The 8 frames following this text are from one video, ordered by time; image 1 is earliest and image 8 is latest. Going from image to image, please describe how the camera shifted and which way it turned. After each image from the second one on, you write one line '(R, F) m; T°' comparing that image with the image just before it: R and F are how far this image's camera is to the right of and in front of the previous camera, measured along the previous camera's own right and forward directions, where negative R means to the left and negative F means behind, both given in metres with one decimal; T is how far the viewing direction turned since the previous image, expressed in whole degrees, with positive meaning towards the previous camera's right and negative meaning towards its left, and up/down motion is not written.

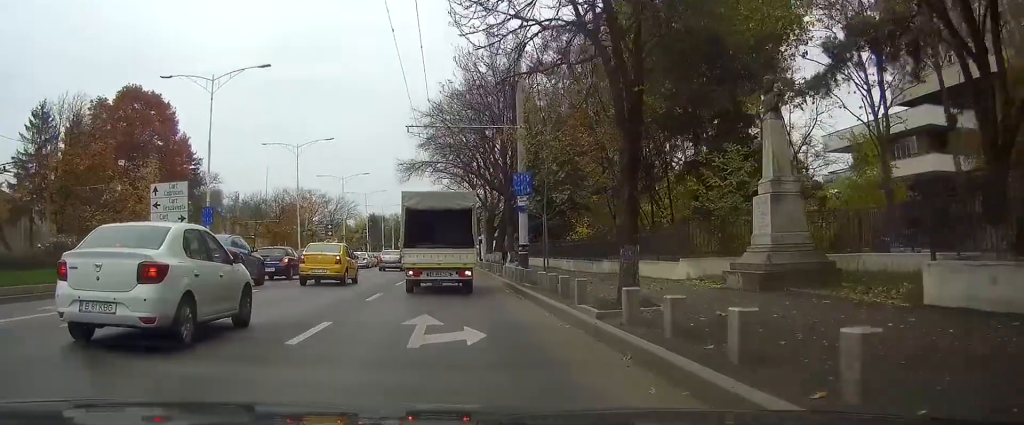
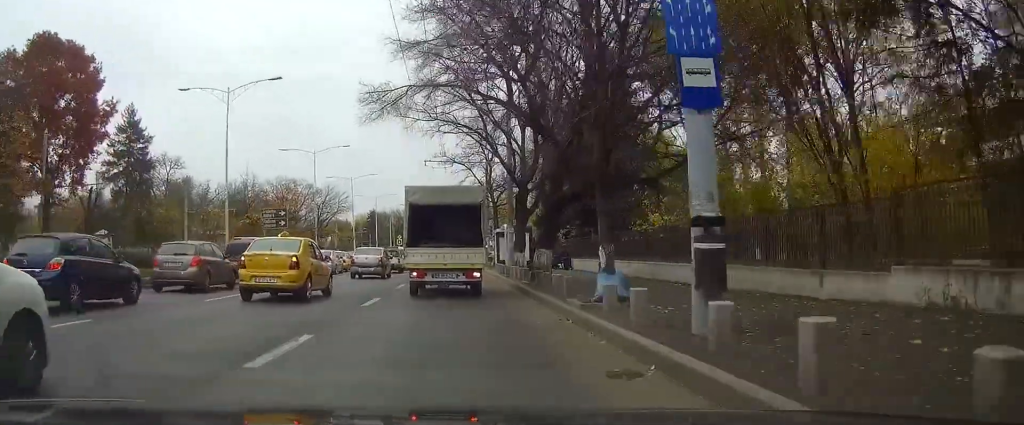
(-0.3, +19.9) m; -2°
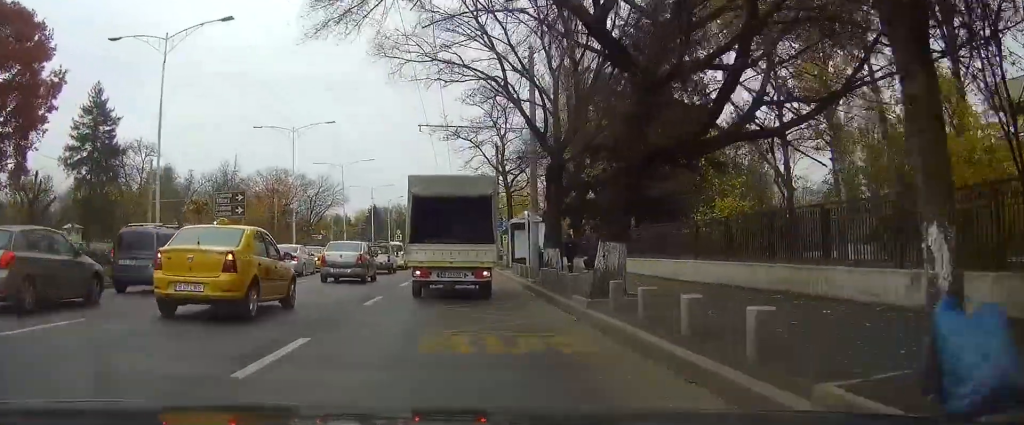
(-0.1, +9.5) m; 0°
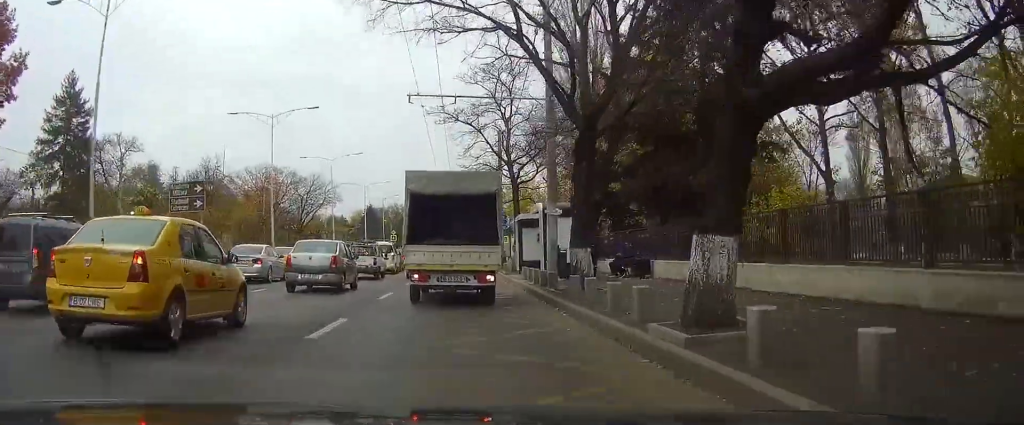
(0.0, +5.5) m; 0°
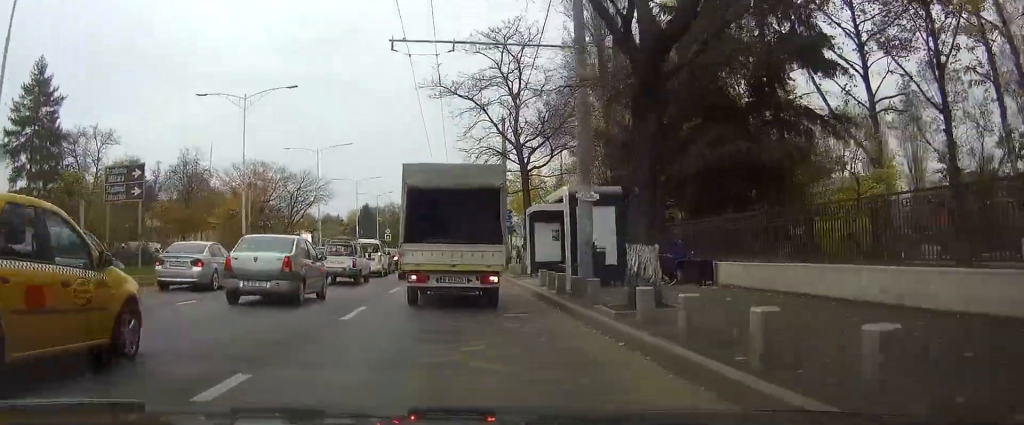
(0.0, +6.0) m; +1°
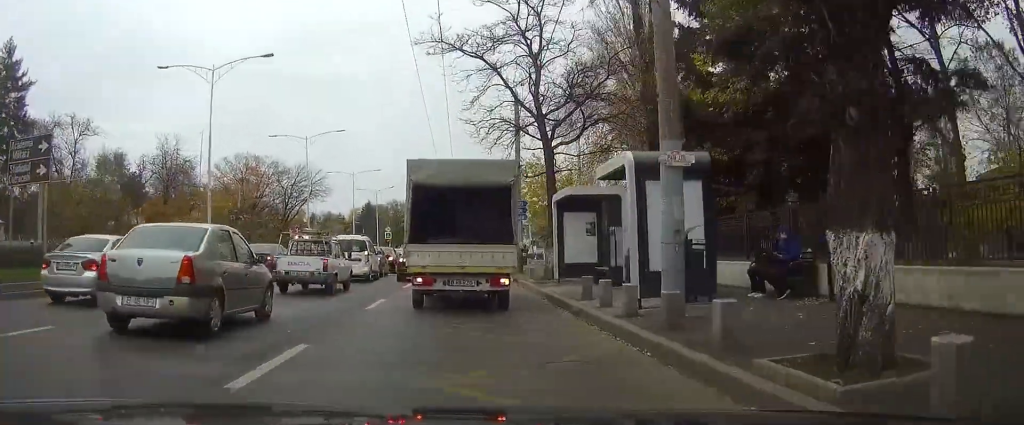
(0.0, +6.6) m; +1°
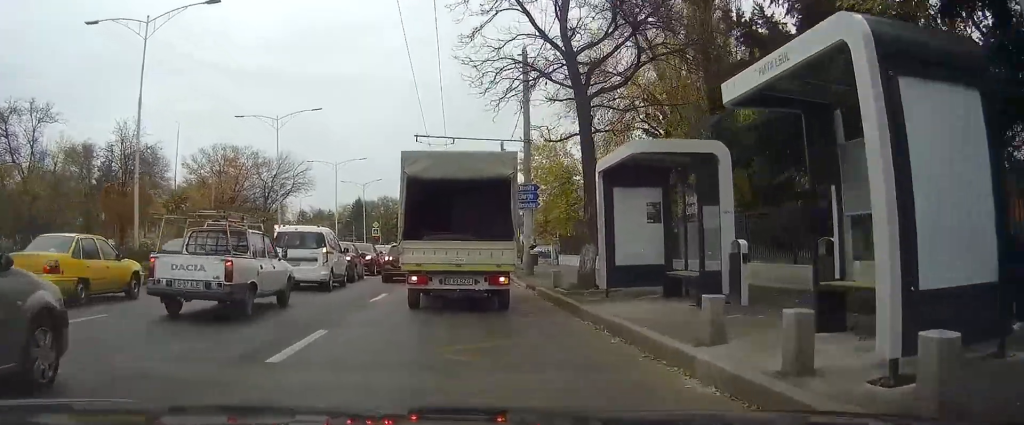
(+0.1, +7.8) m; +1°
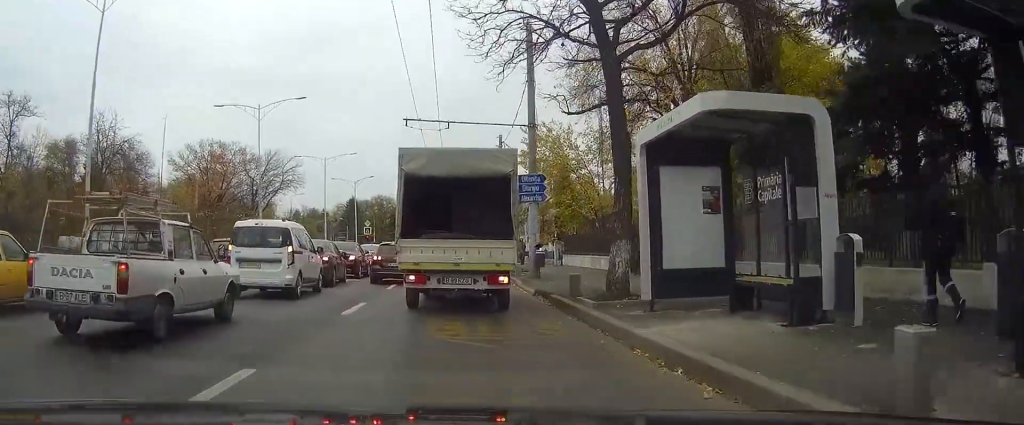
(0.0, +3.7) m; 0°
